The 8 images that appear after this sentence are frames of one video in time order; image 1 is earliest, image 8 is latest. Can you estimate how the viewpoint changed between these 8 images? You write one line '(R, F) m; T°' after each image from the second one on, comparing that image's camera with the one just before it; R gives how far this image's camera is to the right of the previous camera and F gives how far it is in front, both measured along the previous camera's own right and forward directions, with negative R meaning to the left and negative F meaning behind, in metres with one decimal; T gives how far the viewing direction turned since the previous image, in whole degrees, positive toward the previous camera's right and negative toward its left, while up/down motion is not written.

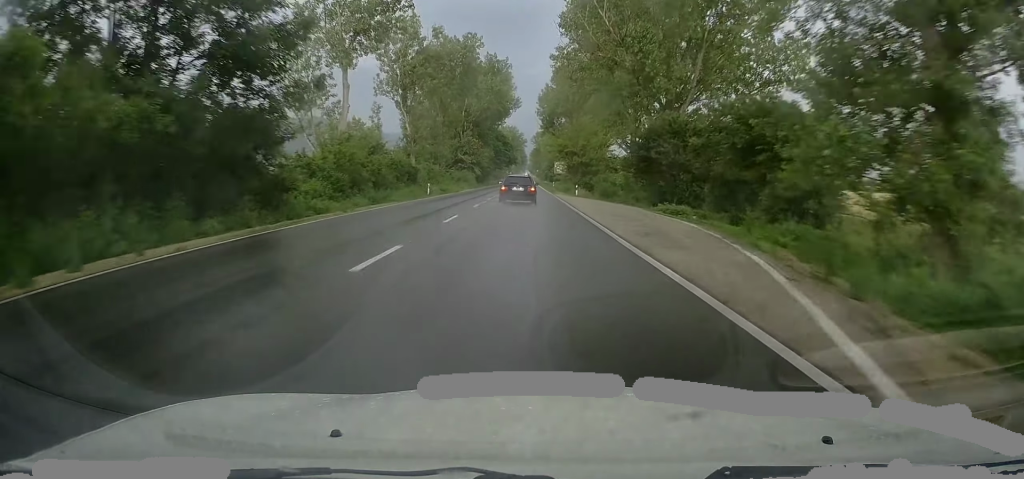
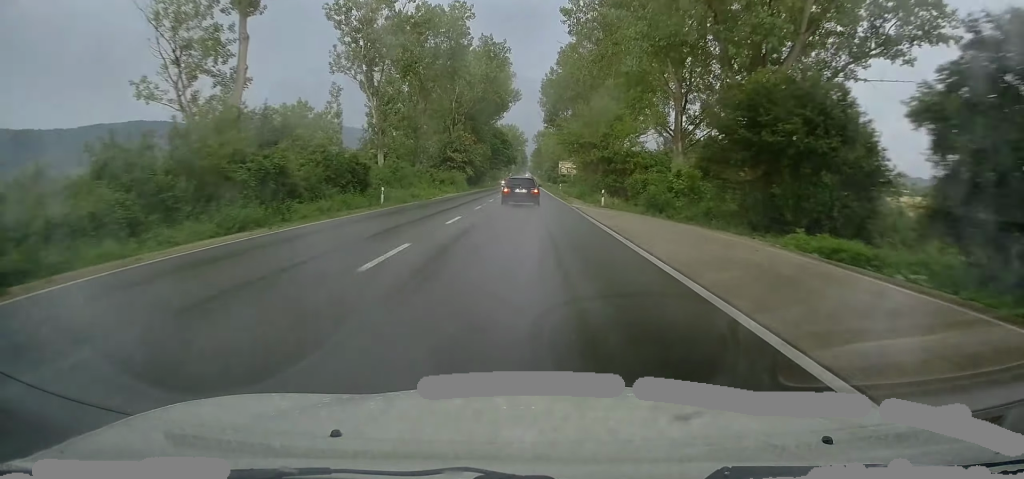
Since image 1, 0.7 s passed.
(+0.4, +17.8) m; 0°
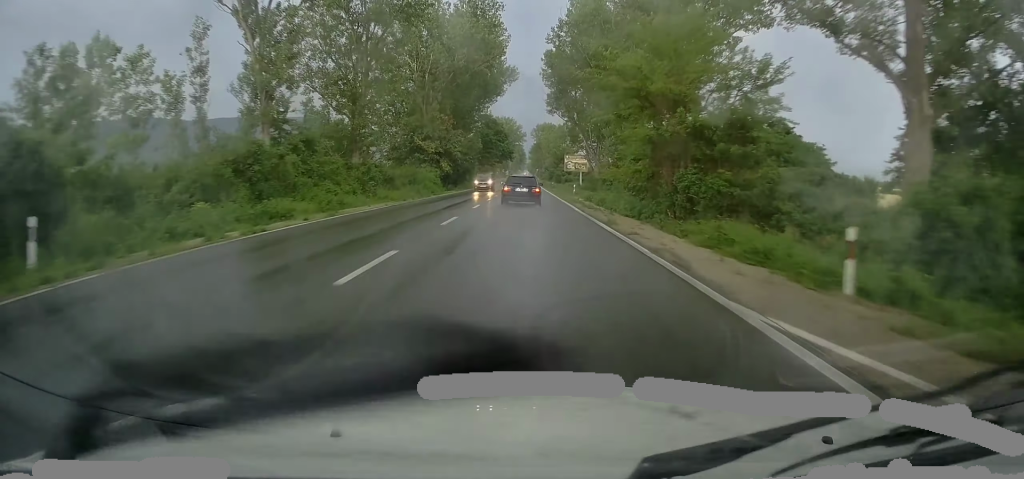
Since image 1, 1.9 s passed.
(-0.4, +27.8) m; 0°
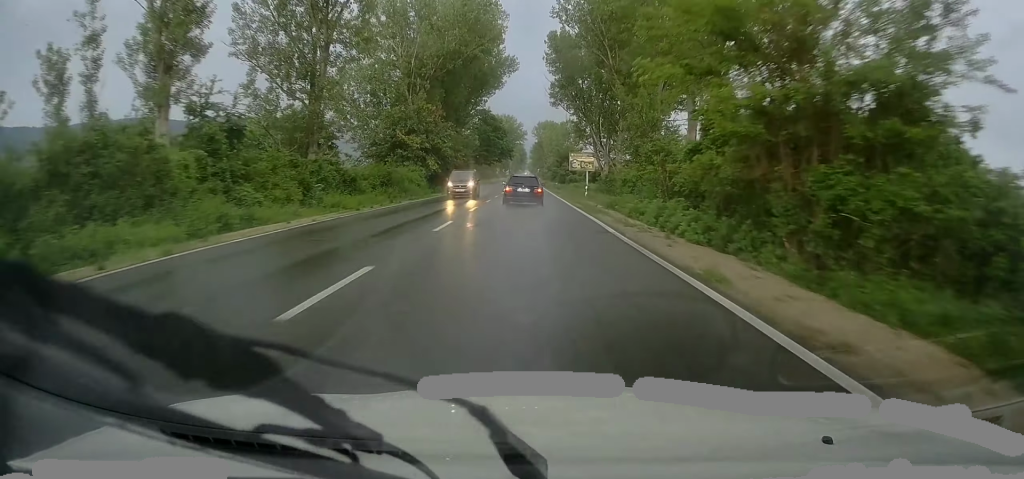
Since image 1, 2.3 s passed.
(+0.2, +10.7) m; 0°
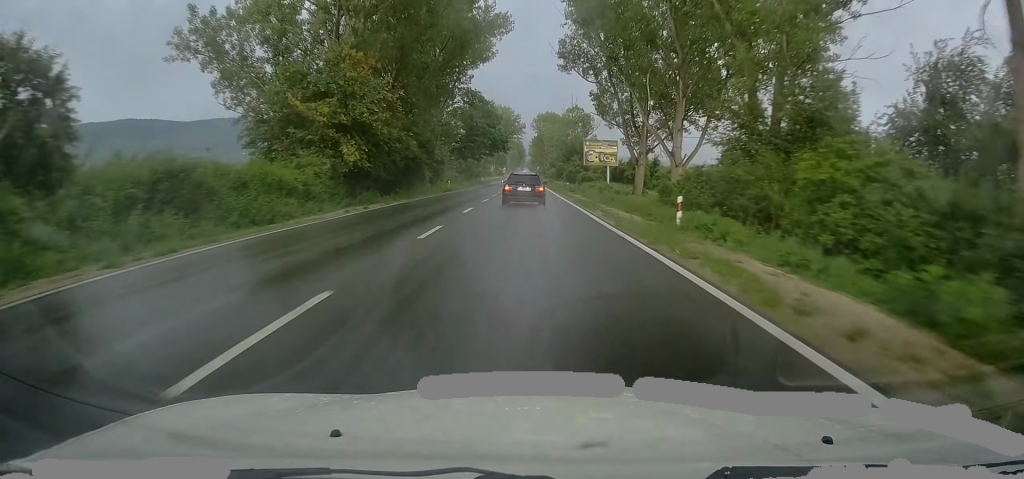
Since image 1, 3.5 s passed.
(-0.1, +28.7) m; -1°
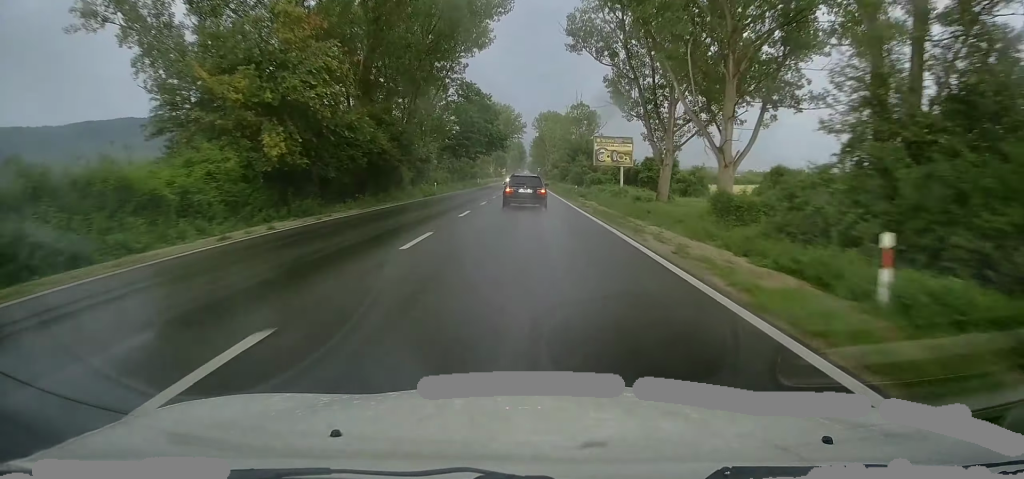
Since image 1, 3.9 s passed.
(-0.1, +10.7) m; 0°
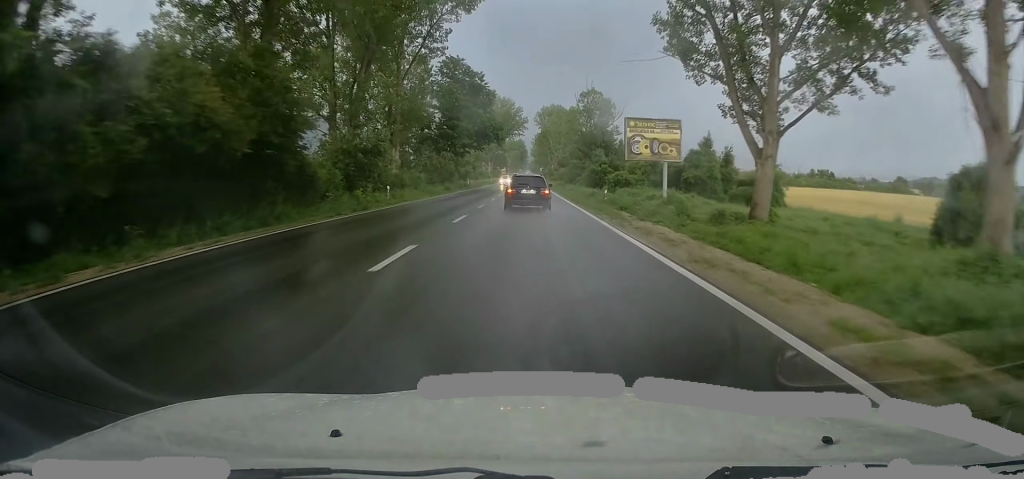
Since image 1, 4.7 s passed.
(0.0, +20.5) m; +1°
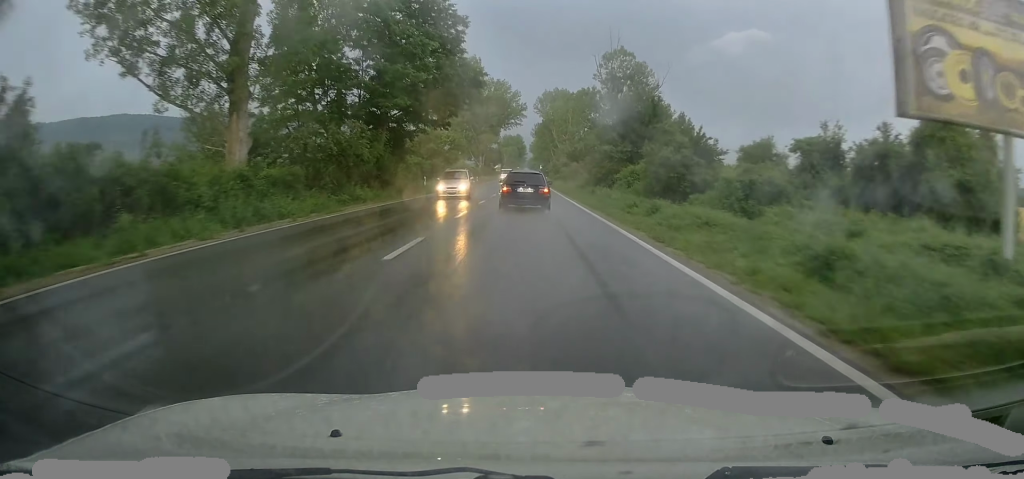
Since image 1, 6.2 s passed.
(+0.2, +35.1) m; -1°
